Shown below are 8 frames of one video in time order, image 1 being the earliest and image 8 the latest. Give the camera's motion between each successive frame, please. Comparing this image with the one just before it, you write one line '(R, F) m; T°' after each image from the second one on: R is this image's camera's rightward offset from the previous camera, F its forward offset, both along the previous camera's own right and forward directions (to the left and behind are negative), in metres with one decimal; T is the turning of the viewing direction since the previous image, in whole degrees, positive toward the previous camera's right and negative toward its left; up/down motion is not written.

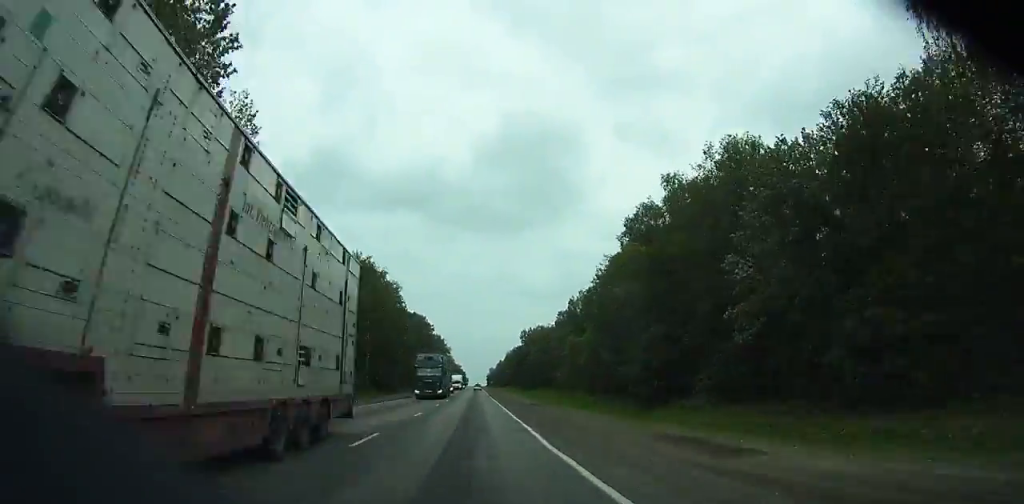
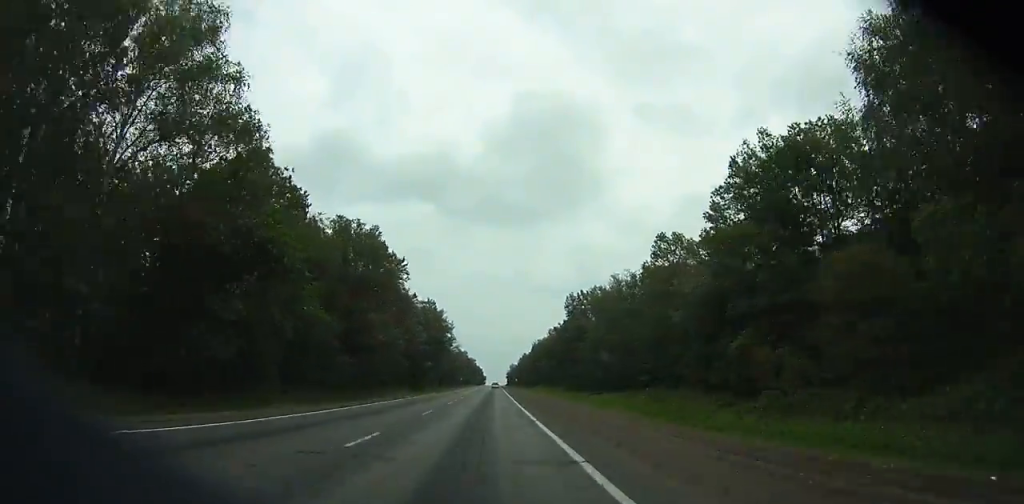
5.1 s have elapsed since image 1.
(-1.1, +84.6) m; -1°
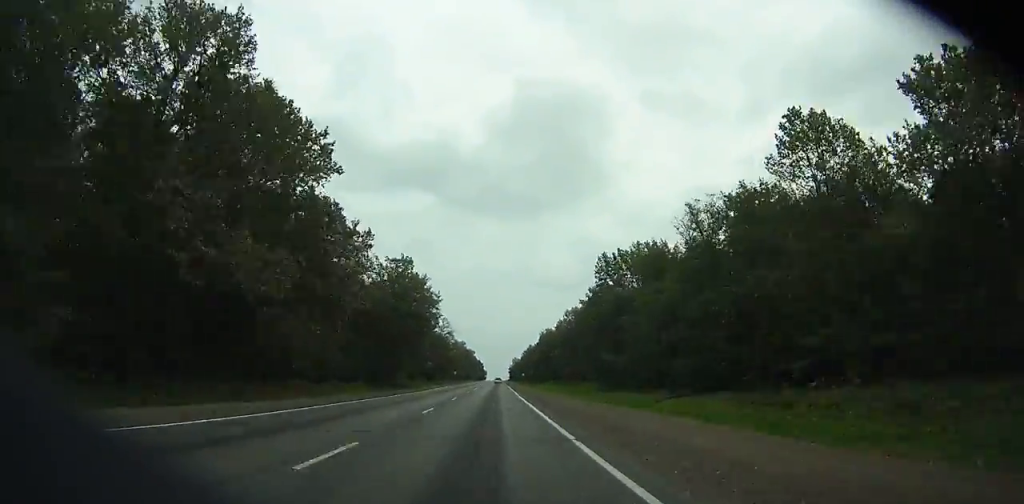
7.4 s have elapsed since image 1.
(0.0, +39.9) m; 0°
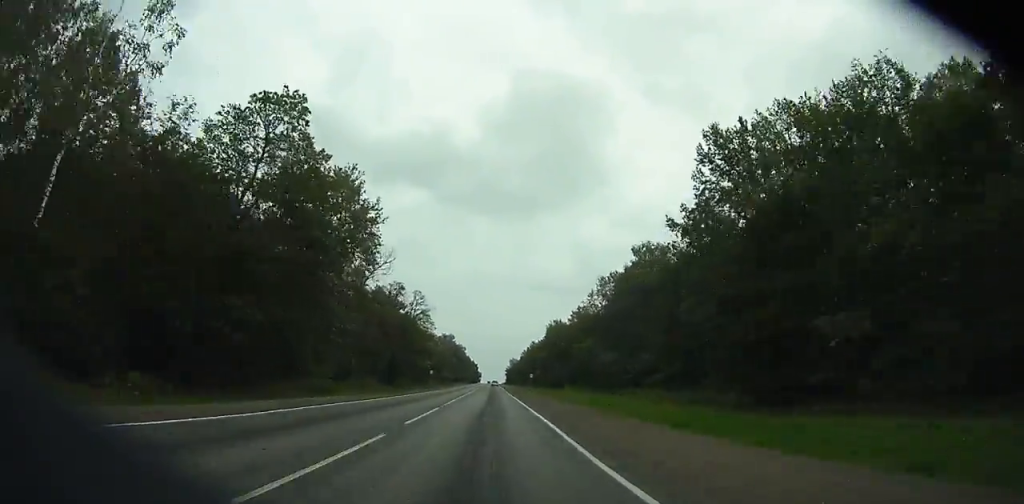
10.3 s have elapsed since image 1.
(-0.3, +53.4) m; 0°
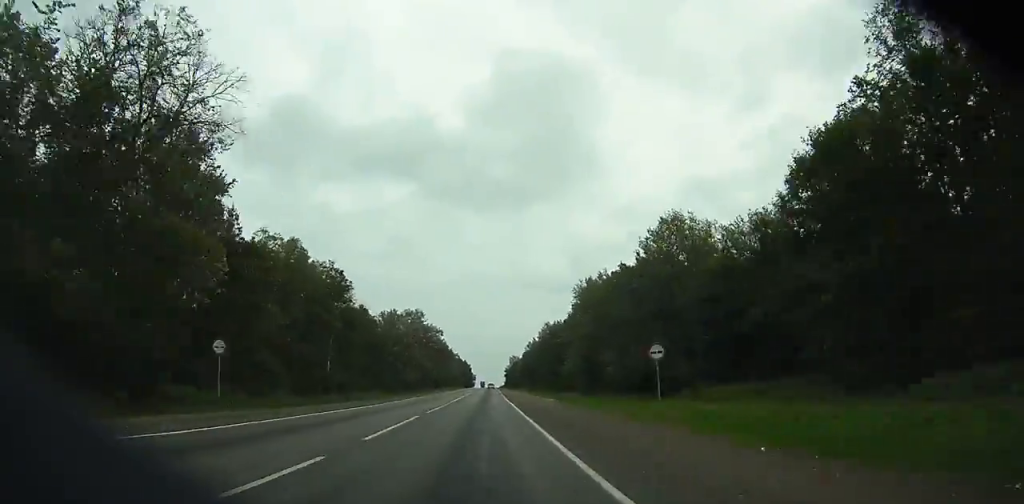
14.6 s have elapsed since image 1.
(+1.1, +85.8) m; +1°
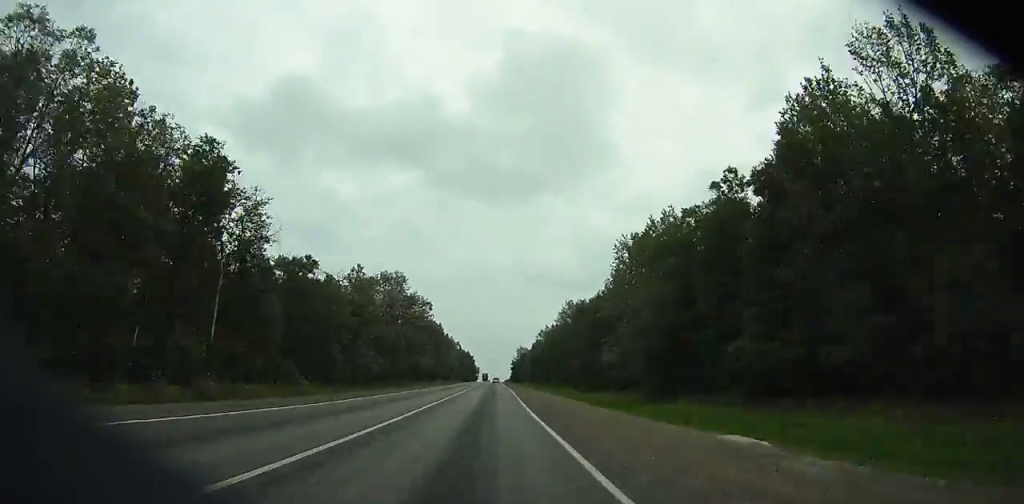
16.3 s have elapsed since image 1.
(+0.1, +35.1) m; 0°
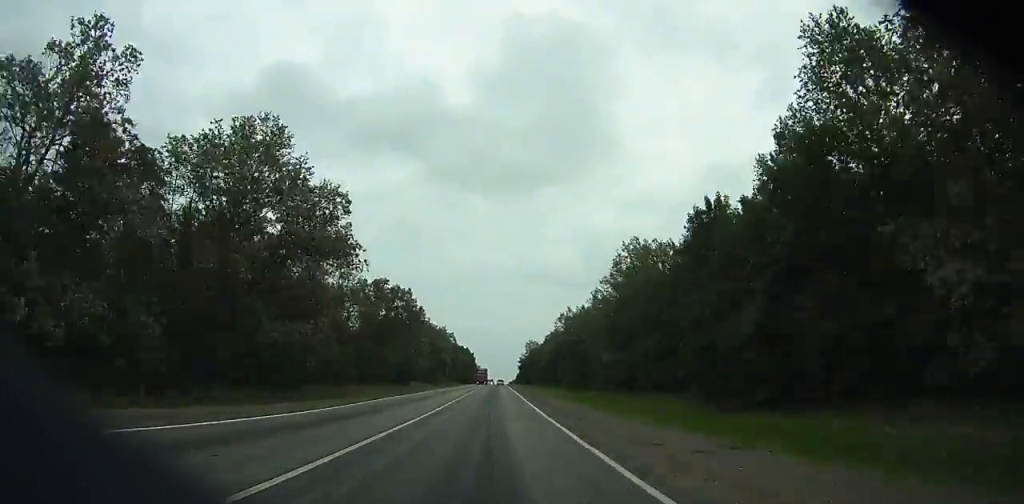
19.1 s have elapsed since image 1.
(-0.2, +59.7) m; 0°
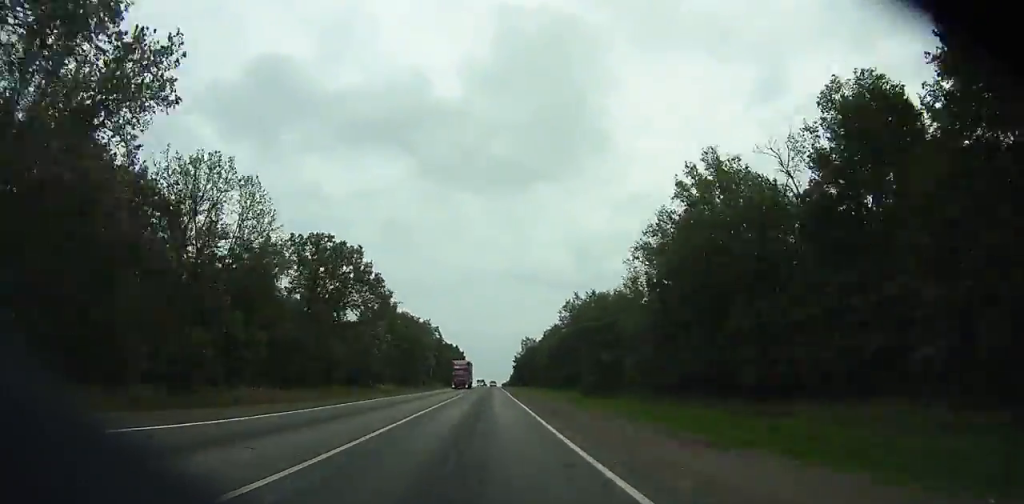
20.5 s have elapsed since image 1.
(+0.1, +30.1) m; 0°
